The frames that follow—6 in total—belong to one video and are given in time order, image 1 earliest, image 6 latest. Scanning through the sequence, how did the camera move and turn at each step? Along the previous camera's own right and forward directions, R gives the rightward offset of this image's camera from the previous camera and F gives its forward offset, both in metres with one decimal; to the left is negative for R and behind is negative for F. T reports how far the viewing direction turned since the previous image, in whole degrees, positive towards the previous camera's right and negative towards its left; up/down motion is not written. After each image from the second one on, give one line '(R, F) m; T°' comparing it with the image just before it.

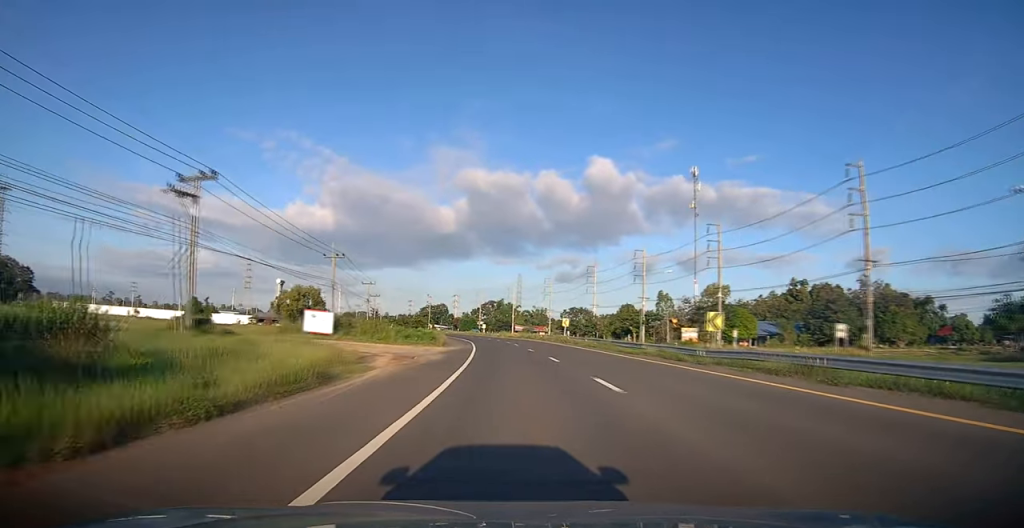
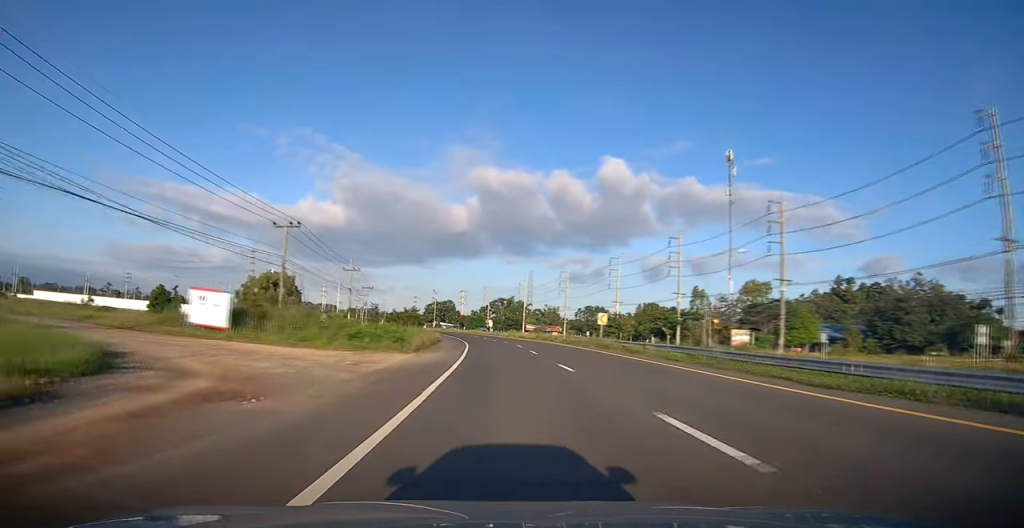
(0.0, +17.6) m; 0°
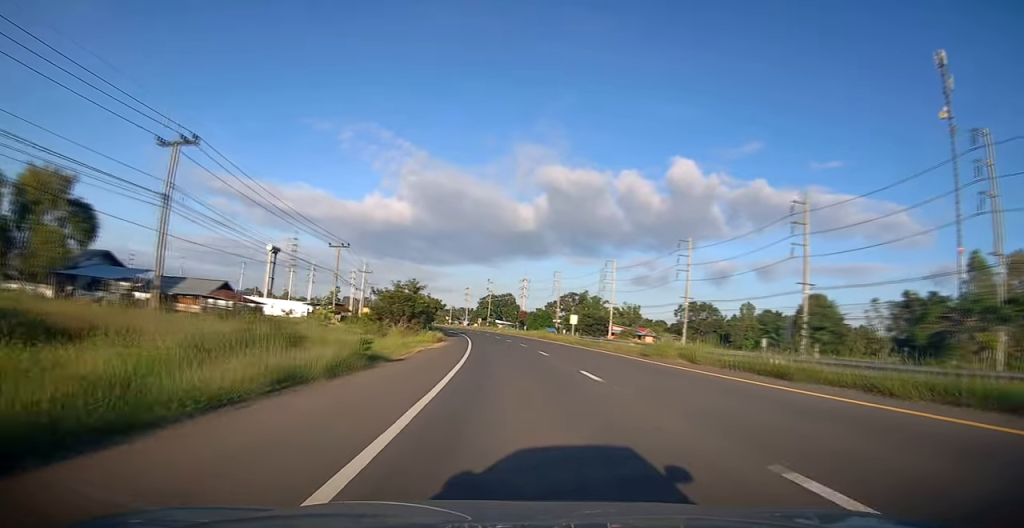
(-2.8, +59.5) m; -7°
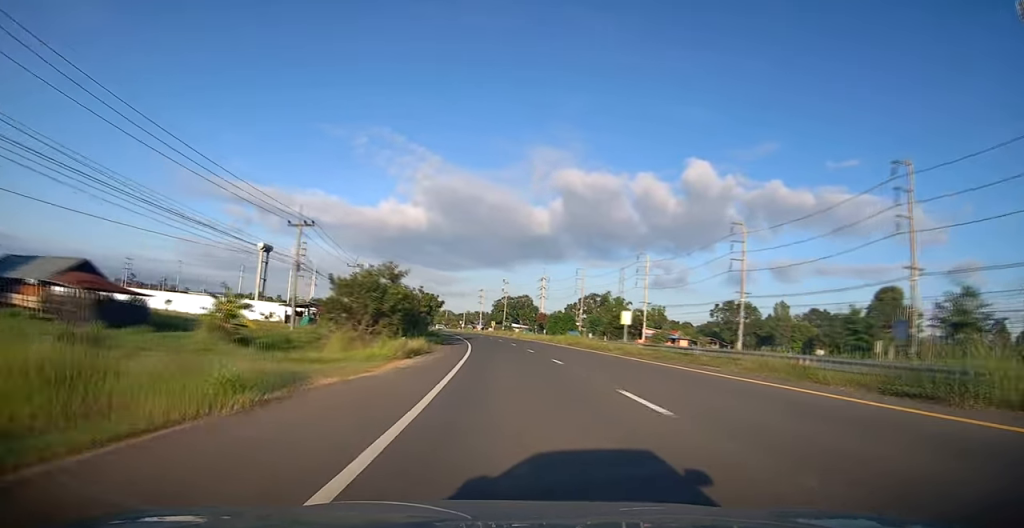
(-0.4, +17.5) m; -2°
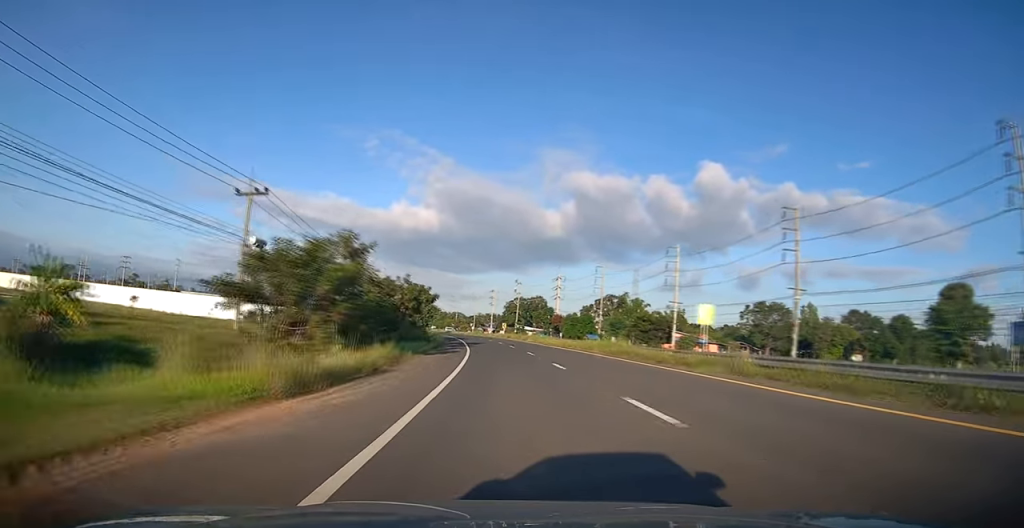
(-0.1, +12.7) m; -1°
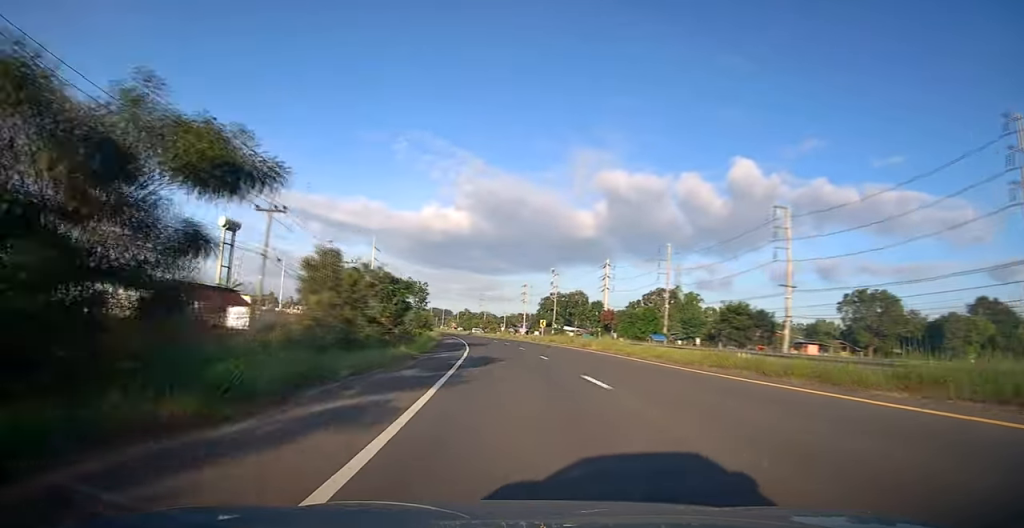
(-0.6, +31.3) m; -3°
